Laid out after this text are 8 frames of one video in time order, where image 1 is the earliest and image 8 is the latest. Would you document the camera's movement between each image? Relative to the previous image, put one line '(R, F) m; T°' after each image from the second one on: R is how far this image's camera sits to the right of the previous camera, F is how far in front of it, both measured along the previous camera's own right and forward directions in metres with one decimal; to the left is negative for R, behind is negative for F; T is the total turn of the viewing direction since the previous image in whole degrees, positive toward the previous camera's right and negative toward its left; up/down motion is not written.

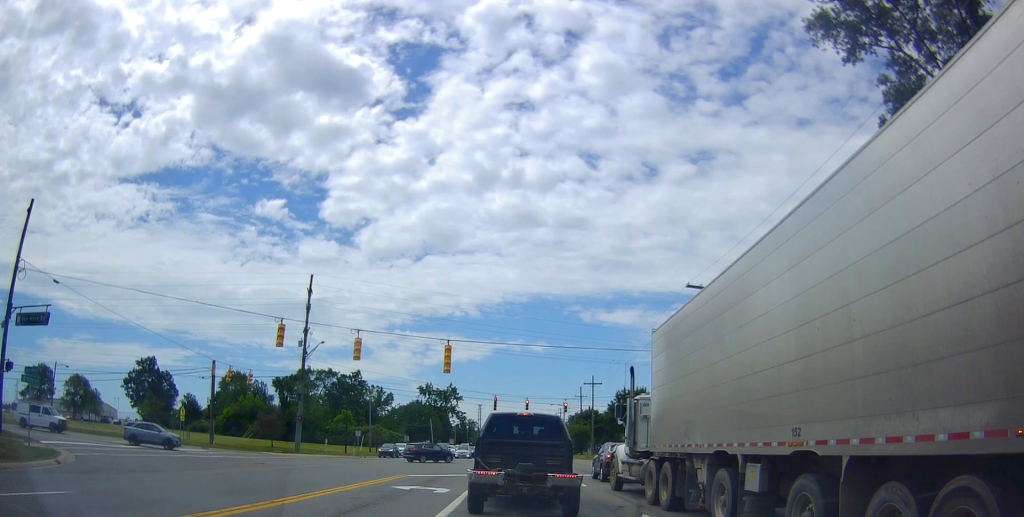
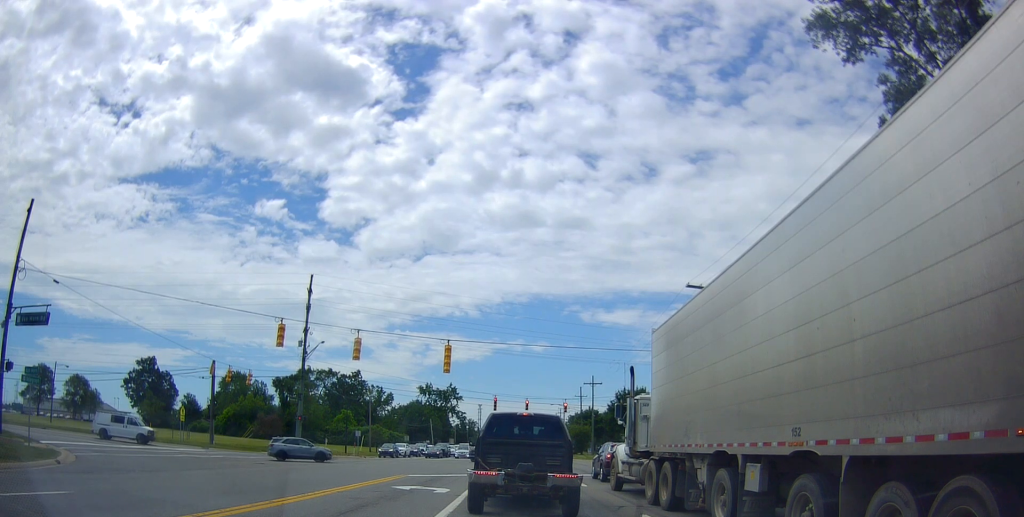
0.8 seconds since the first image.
(0.0, 0.0) m; 0°
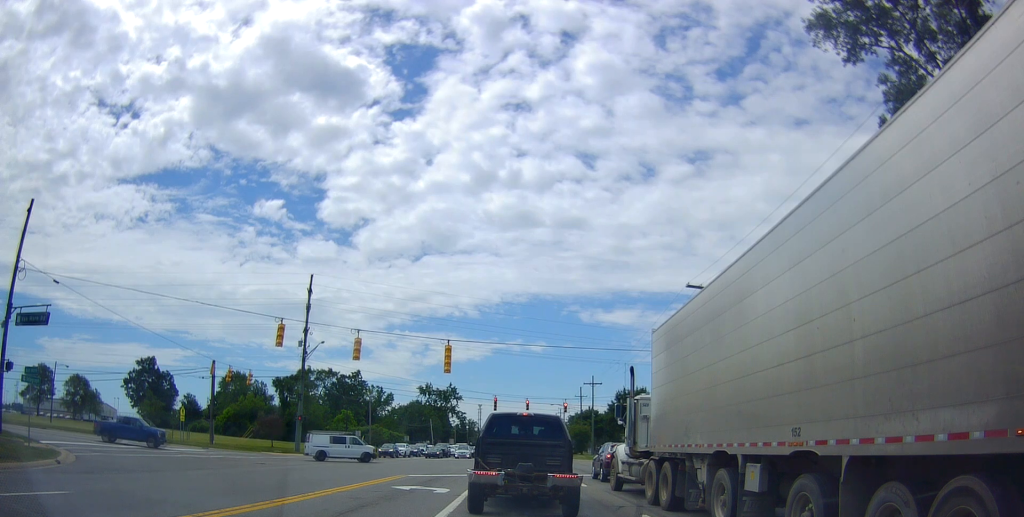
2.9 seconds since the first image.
(0.0, 0.0) m; 0°
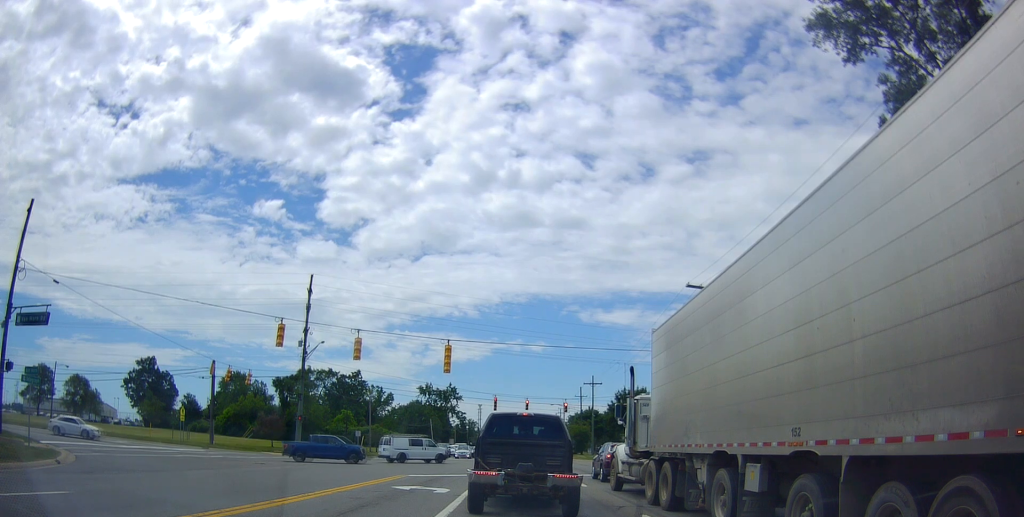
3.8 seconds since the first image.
(0.0, 0.0) m; 0°
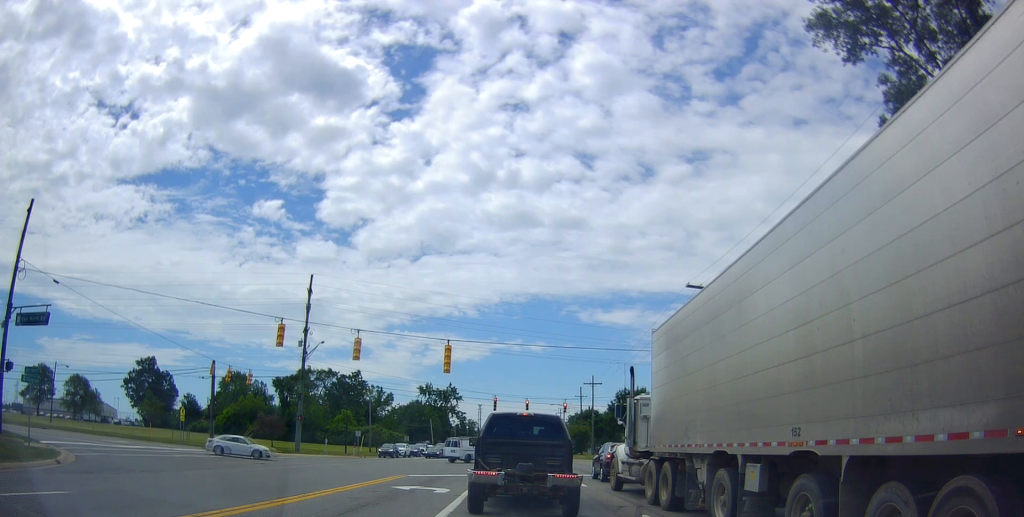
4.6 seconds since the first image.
(0.0, 0.0) m; 0°
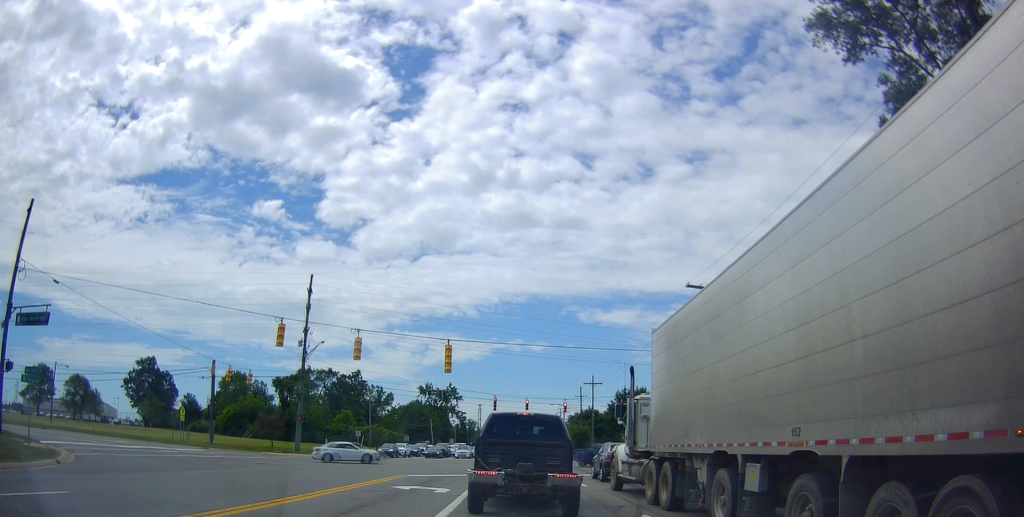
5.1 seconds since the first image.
(0.0, 0.0) m; 0°
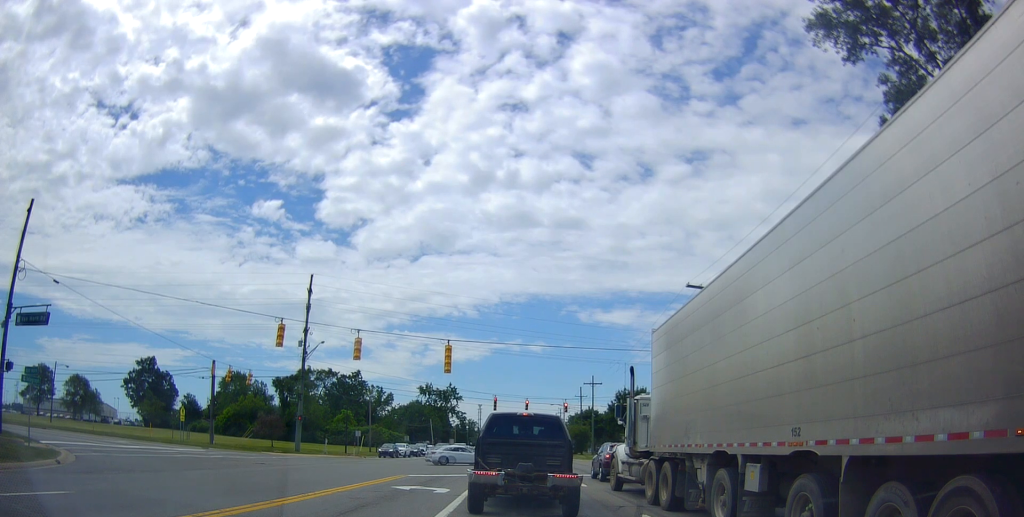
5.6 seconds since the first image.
(0.0, 0.0) m; 0°
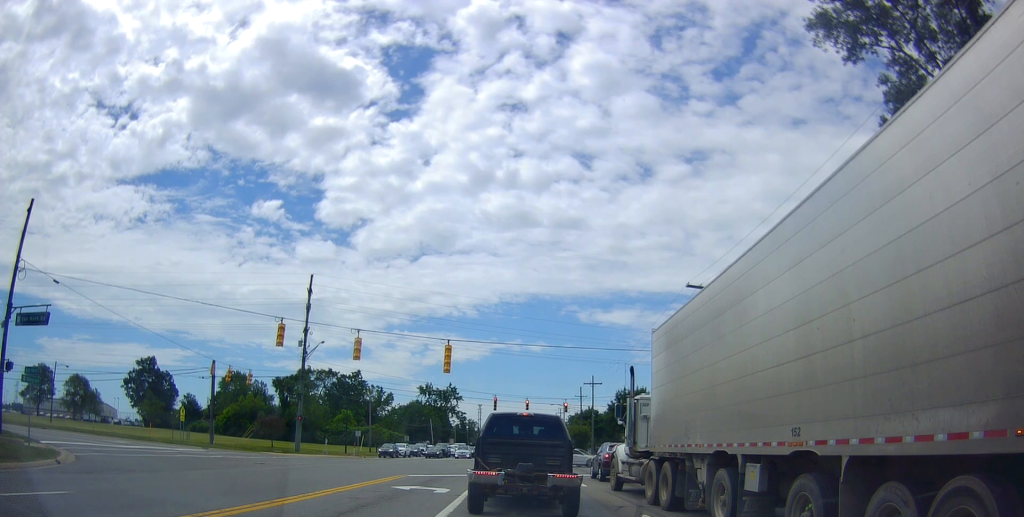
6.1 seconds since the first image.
(0.0, 0.0) m; 0°
